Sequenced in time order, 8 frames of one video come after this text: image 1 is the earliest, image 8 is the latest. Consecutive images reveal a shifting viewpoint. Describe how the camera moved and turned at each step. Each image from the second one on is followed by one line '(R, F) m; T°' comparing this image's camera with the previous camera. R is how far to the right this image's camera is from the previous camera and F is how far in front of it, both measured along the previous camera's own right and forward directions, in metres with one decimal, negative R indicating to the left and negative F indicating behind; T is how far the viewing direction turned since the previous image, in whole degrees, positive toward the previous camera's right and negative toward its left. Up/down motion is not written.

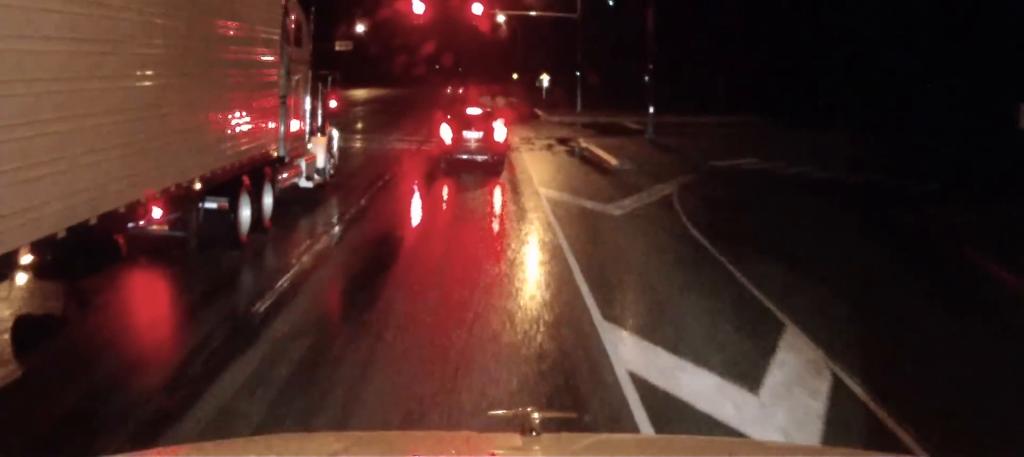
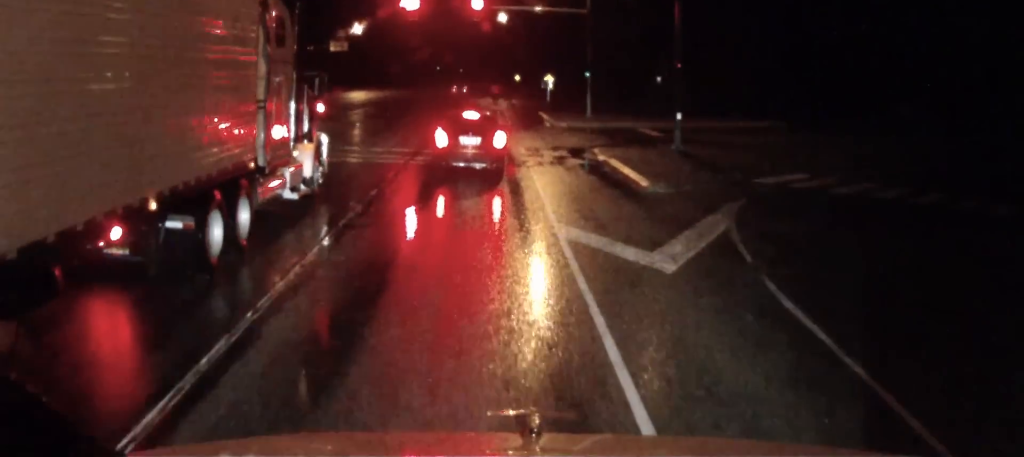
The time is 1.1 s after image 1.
(-0.1, +6.0) m; 0°
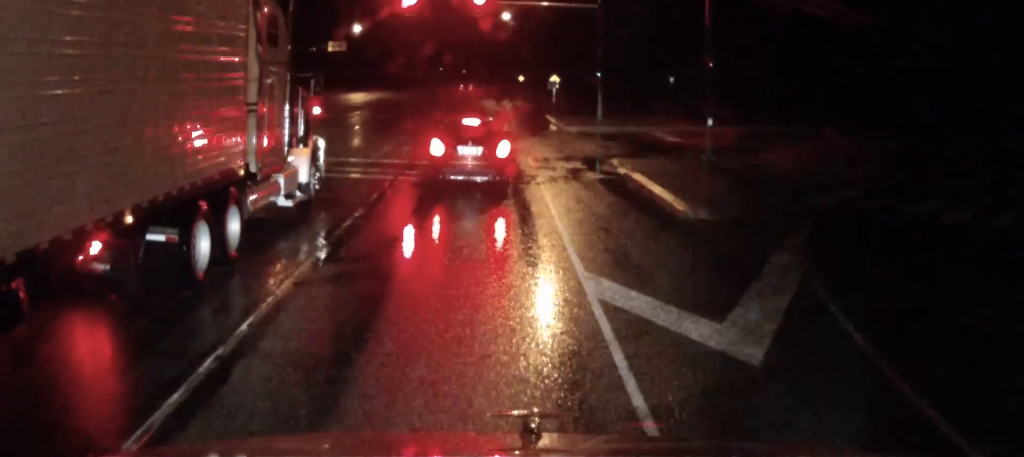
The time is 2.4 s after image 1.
(+0.1, +5.3) m; +2°
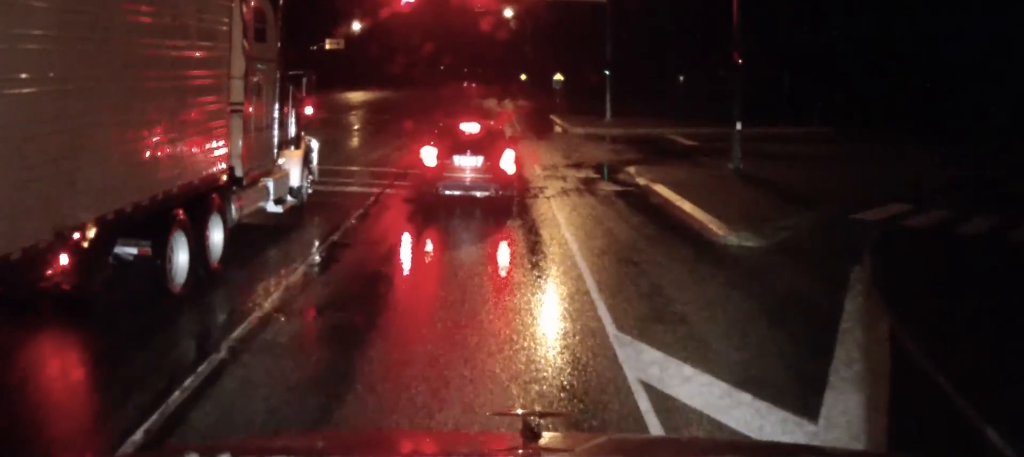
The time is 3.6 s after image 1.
(0.0, +3.7) m; +1°
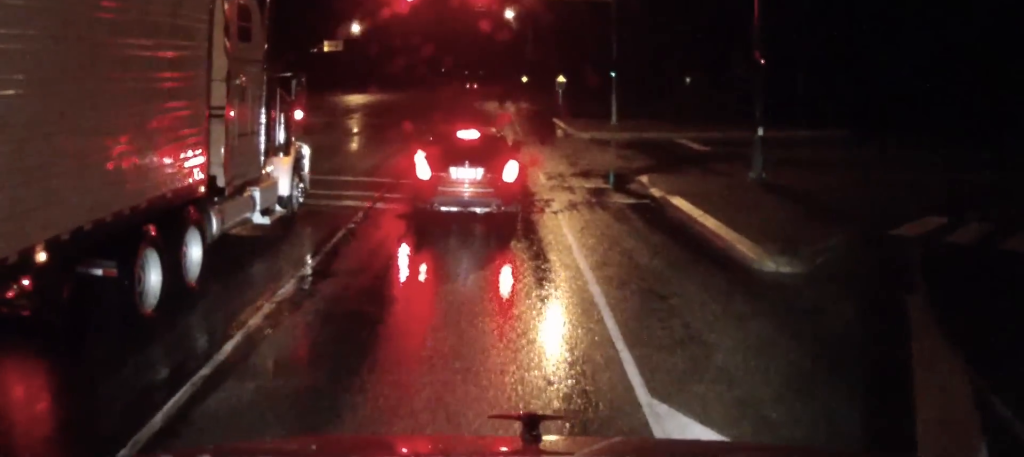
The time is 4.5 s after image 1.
(0.0, +2.3) m; -3°
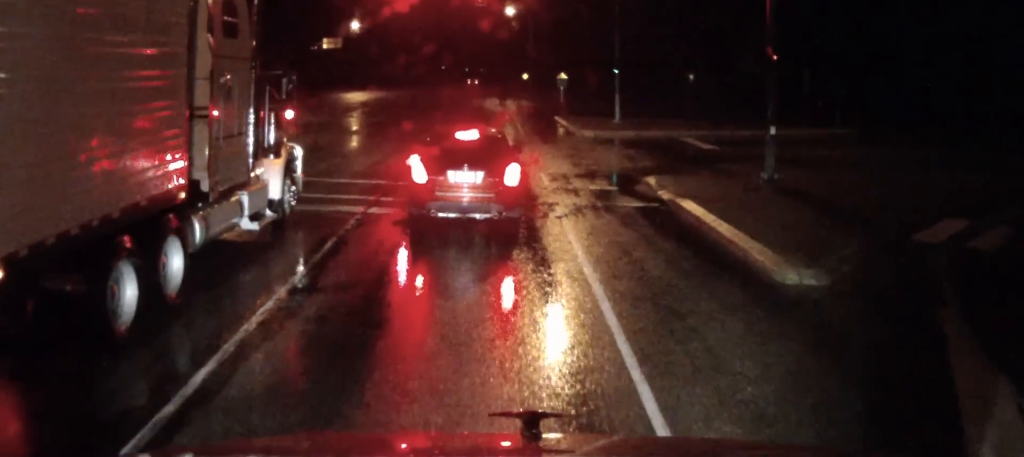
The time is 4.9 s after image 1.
(0.0, +1.1) m; -1°
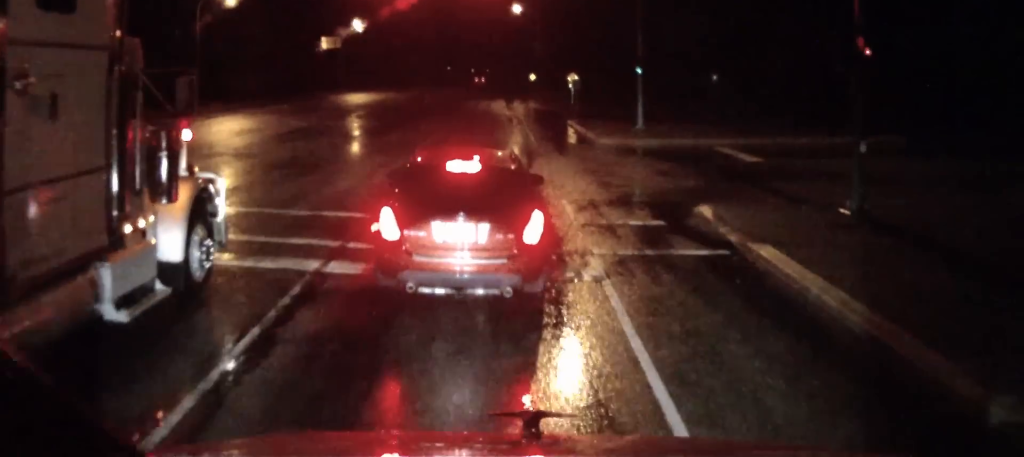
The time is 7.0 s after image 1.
(-0.1, +5.5) m; 0°
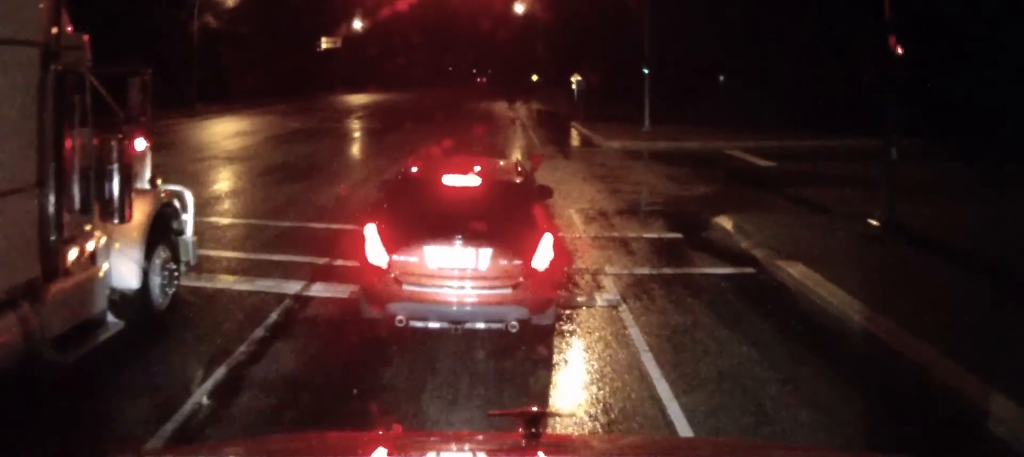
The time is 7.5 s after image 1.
(0.0, +1.3) m; 0°
